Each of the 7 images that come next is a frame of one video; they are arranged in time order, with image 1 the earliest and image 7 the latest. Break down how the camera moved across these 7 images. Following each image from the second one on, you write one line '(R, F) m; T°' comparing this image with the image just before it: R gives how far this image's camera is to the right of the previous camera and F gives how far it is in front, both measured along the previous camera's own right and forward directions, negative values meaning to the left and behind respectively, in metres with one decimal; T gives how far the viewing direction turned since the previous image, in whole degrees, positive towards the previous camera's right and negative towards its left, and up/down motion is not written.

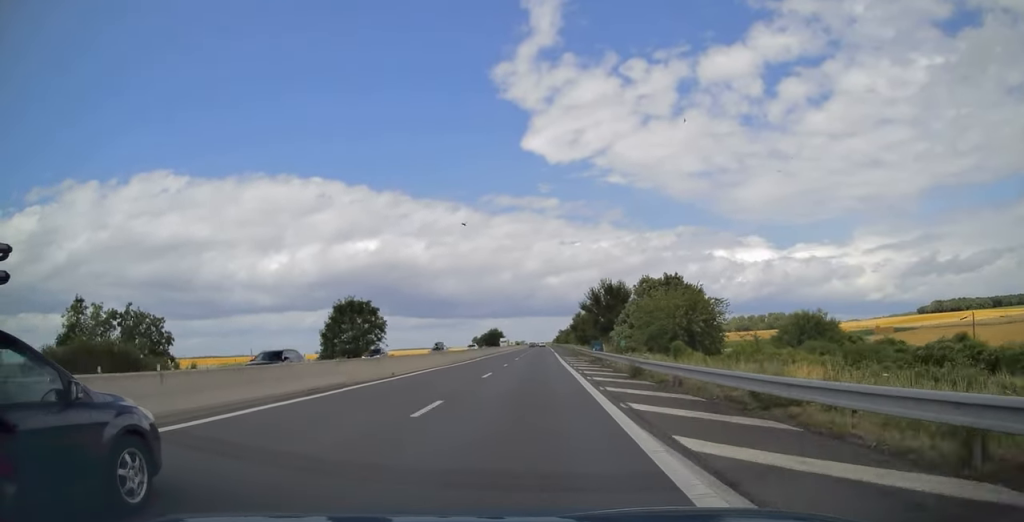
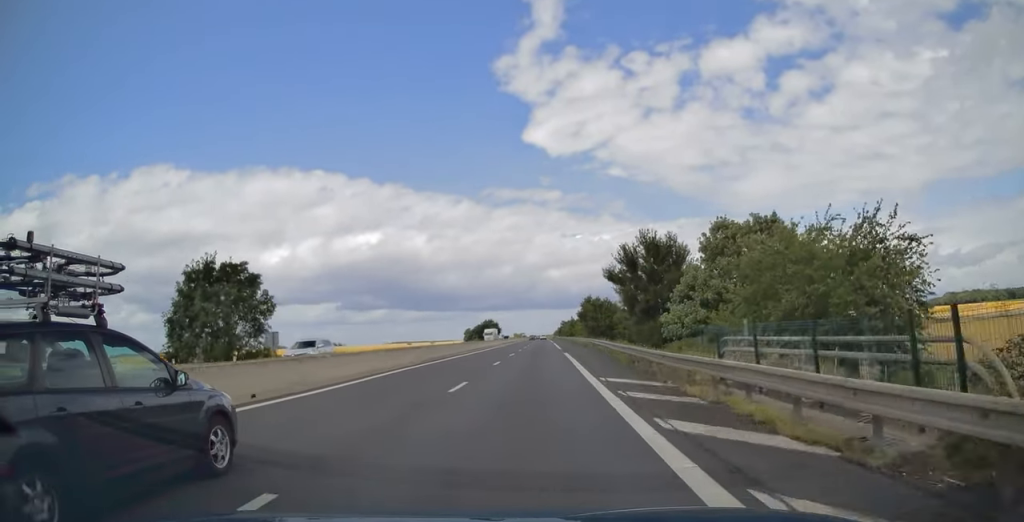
(-0.1, +34.0) m; 0°
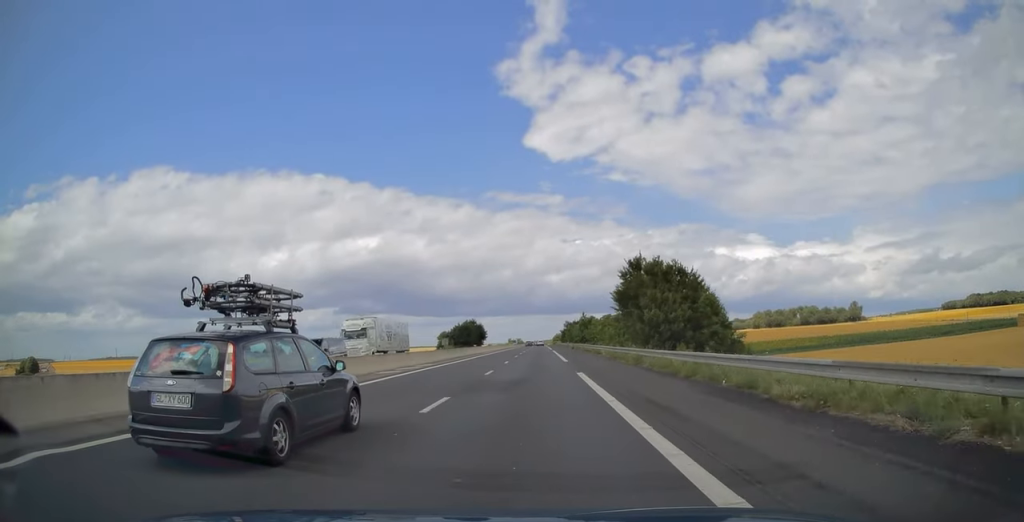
(+0.3, +68.8) m; 0°
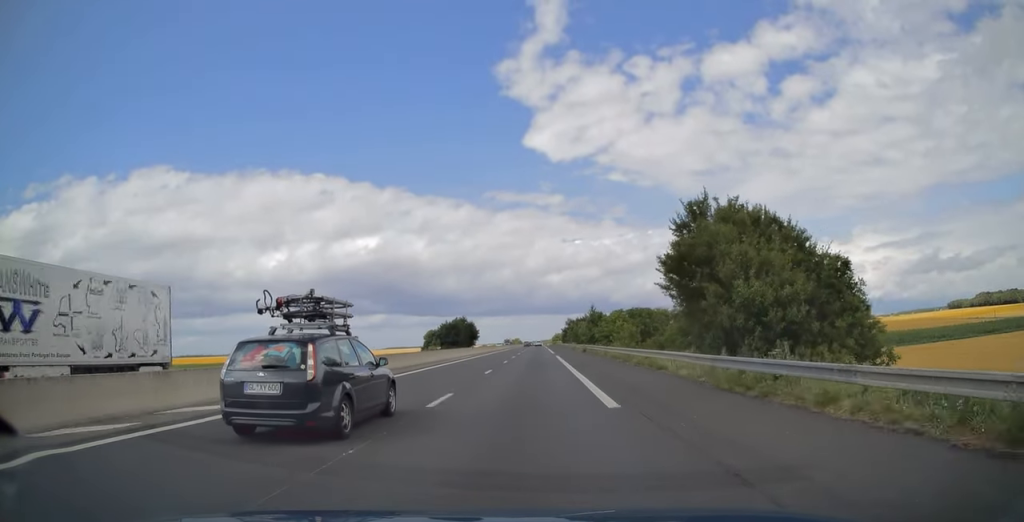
(0.0, +25.3) m; 0°
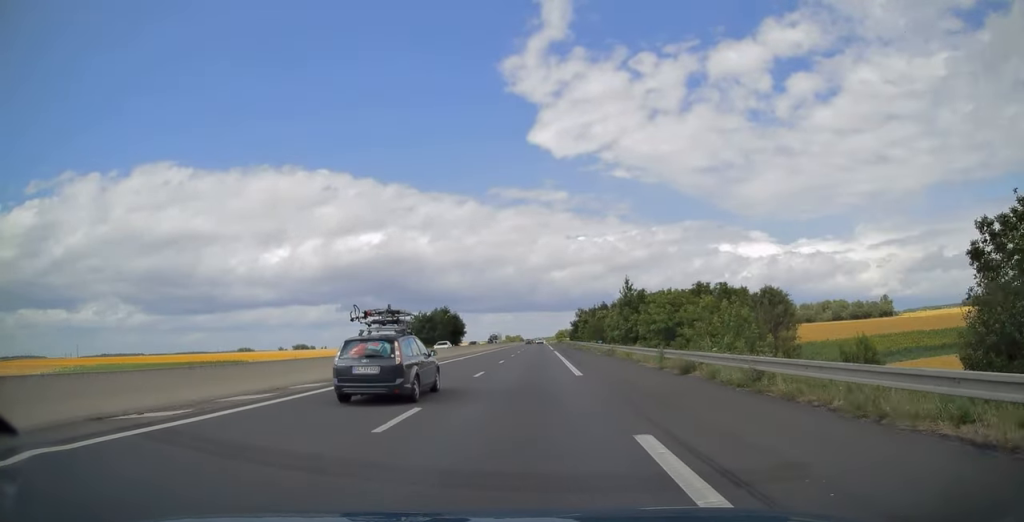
(0.0, +43.5) m; 0°
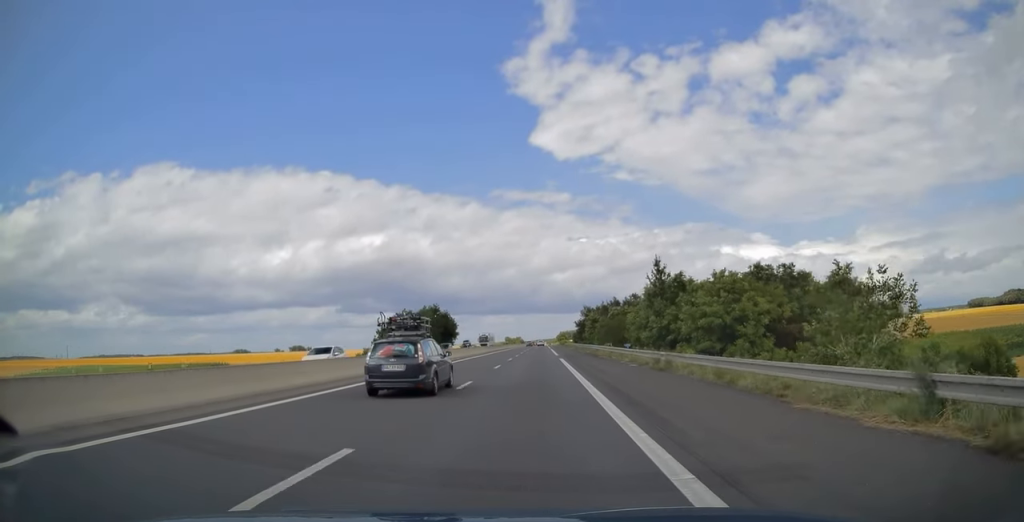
(0.0, +17.5) m; 0°
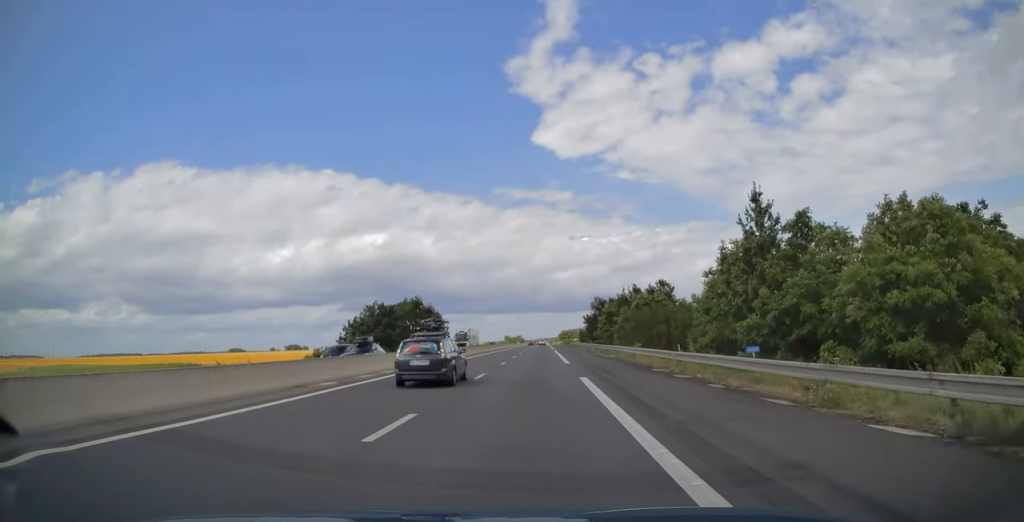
(0.0, +22.1) m; 0°
